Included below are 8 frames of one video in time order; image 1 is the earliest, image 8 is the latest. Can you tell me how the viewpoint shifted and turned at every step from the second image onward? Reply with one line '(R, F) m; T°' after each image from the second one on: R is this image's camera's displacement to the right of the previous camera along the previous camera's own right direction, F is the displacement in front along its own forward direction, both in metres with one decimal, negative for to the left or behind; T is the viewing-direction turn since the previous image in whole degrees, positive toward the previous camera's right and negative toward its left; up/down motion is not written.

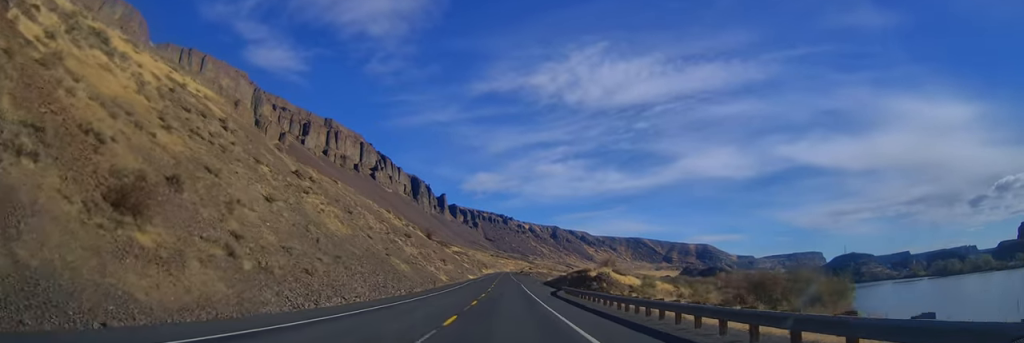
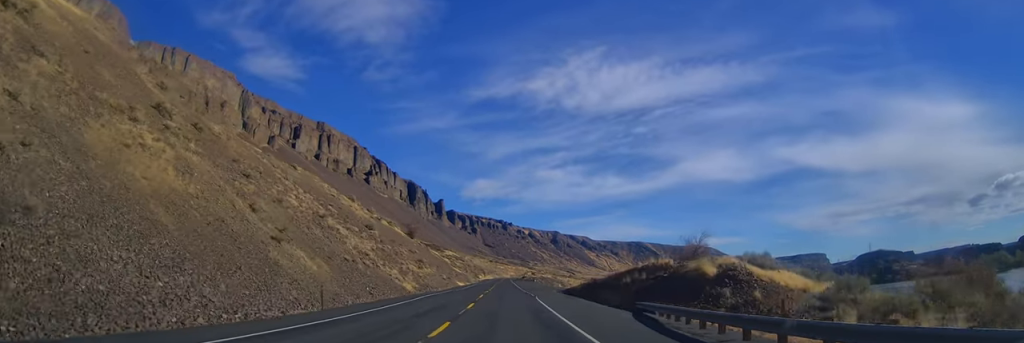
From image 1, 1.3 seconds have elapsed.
(+0.8, +38.9) m; +1°
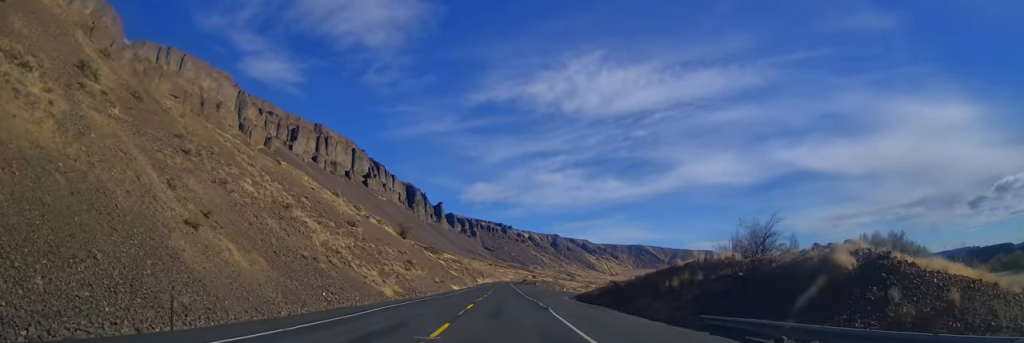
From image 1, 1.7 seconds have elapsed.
(-0.1, +11.9) m; 0°
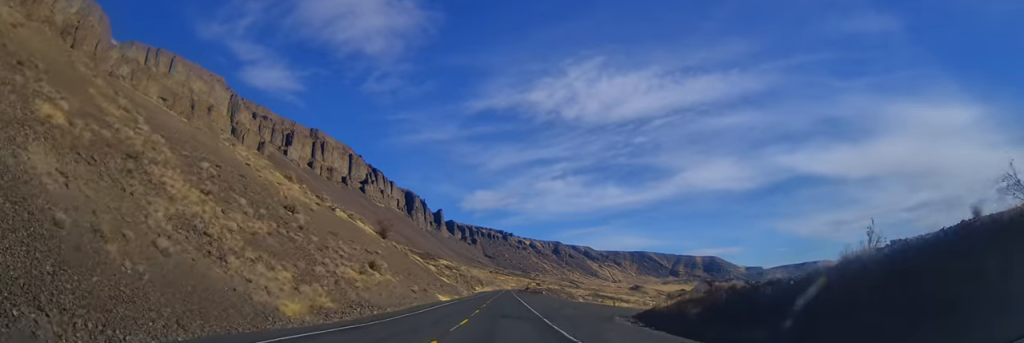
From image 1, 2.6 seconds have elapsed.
(+0.2, +26.8) m; 0°
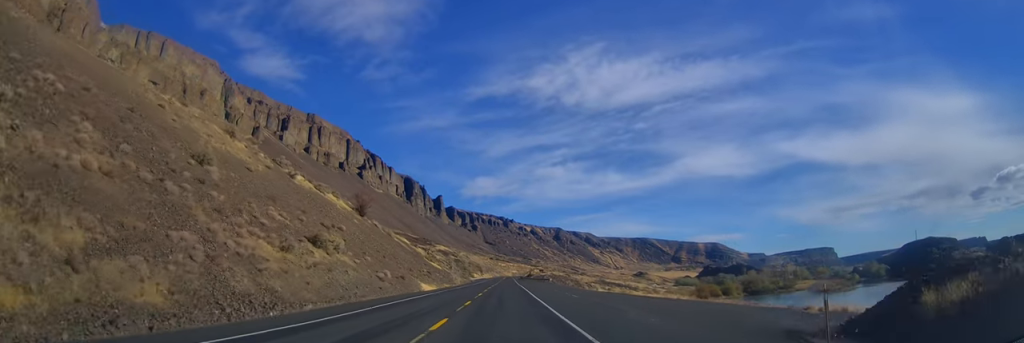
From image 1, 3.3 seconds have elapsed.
(+0.2, +20.9) m; 0°
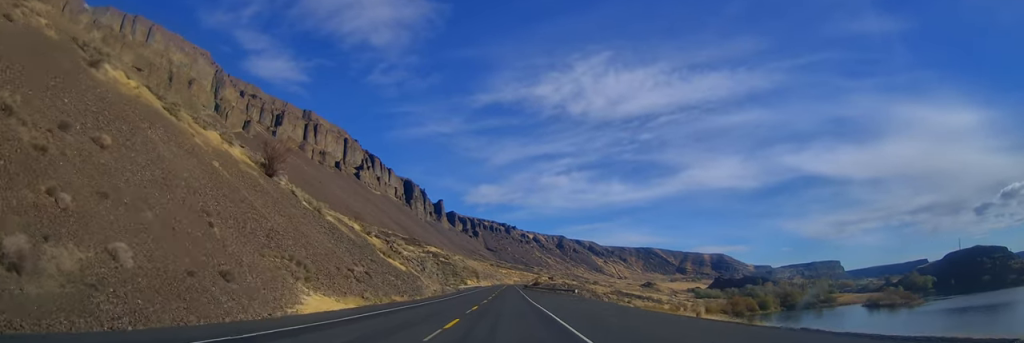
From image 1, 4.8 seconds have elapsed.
(-0.9, +46.1) m; -2°
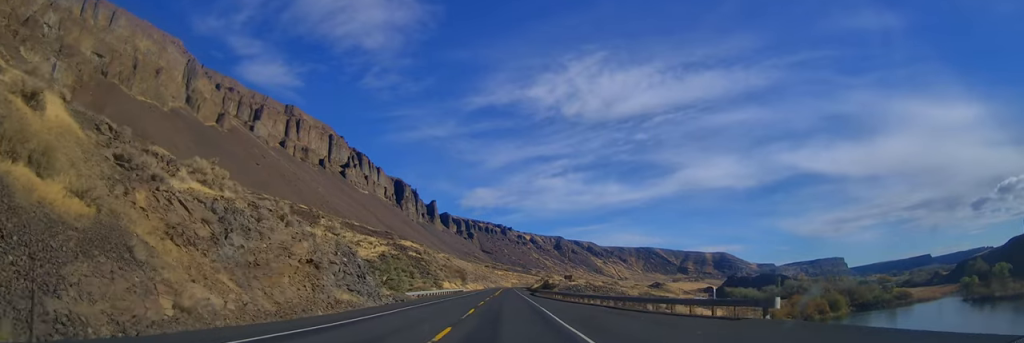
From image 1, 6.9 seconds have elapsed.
(+0.4, +63.5) m; +1°
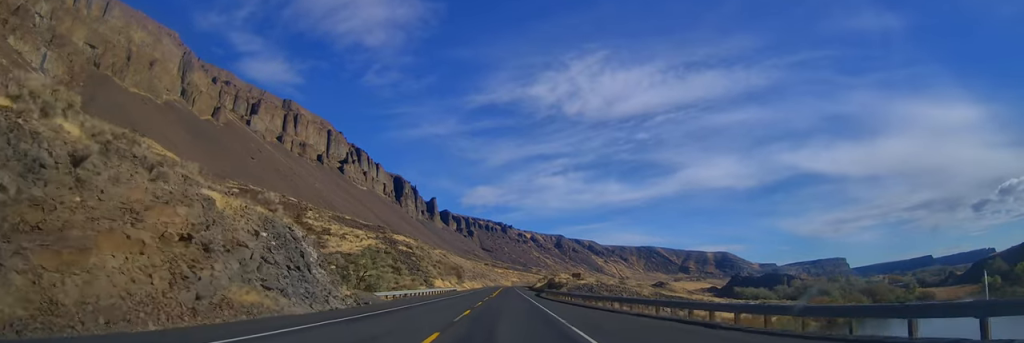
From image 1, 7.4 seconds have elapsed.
(+0.1, +15.3) m; 0°
